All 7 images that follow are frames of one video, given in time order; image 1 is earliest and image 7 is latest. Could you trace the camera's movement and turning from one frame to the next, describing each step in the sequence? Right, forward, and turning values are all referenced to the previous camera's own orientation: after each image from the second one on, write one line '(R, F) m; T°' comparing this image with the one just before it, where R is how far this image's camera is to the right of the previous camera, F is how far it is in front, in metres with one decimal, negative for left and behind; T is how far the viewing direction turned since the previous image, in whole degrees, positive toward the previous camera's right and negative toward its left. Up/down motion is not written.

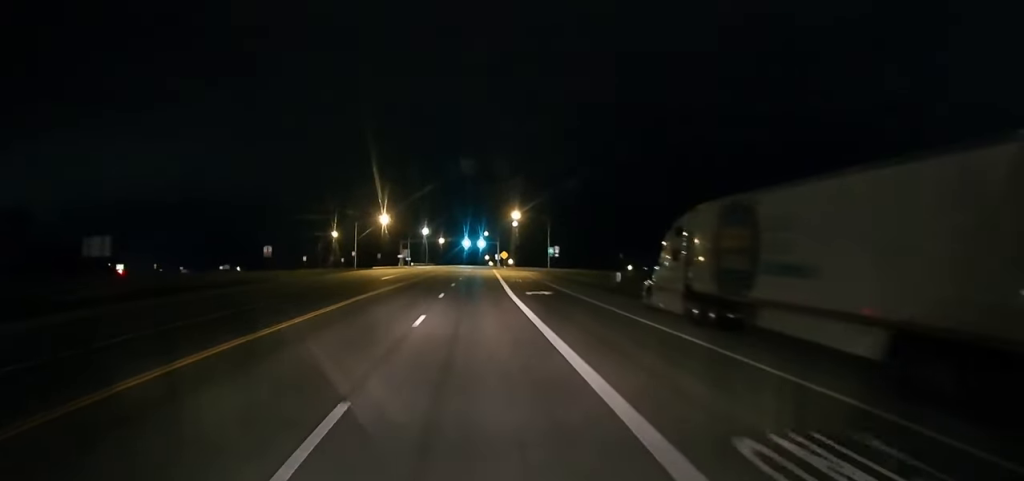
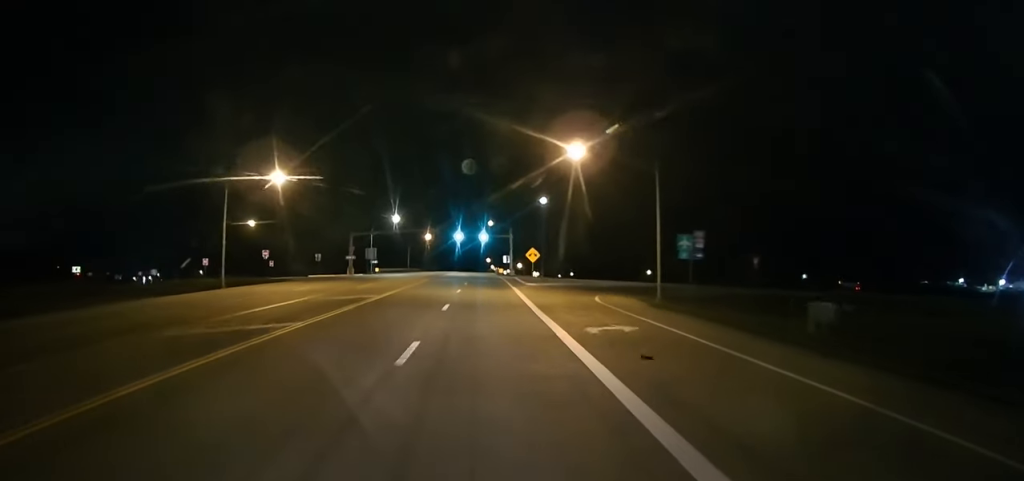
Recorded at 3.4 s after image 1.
(-0.7, +54.7) m; -1°
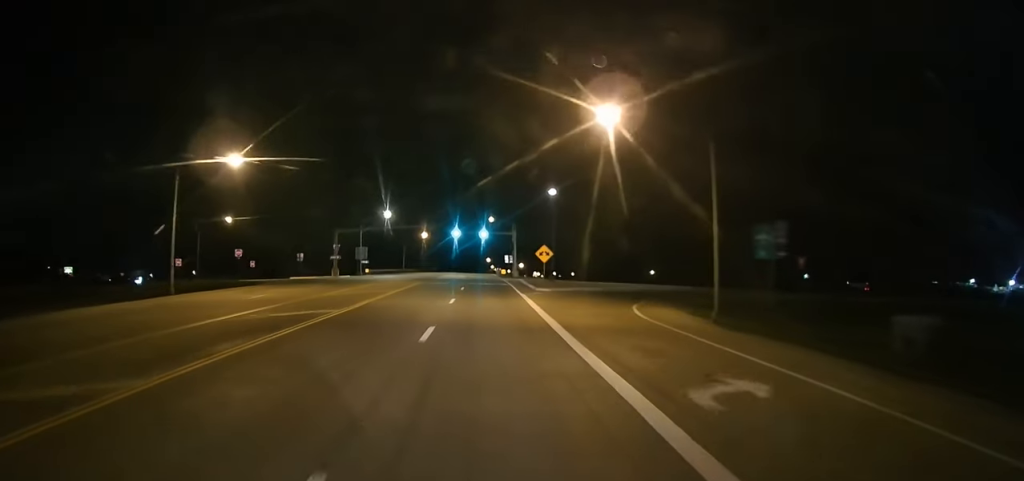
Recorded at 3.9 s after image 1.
(0.0, +9.0) m; 0°
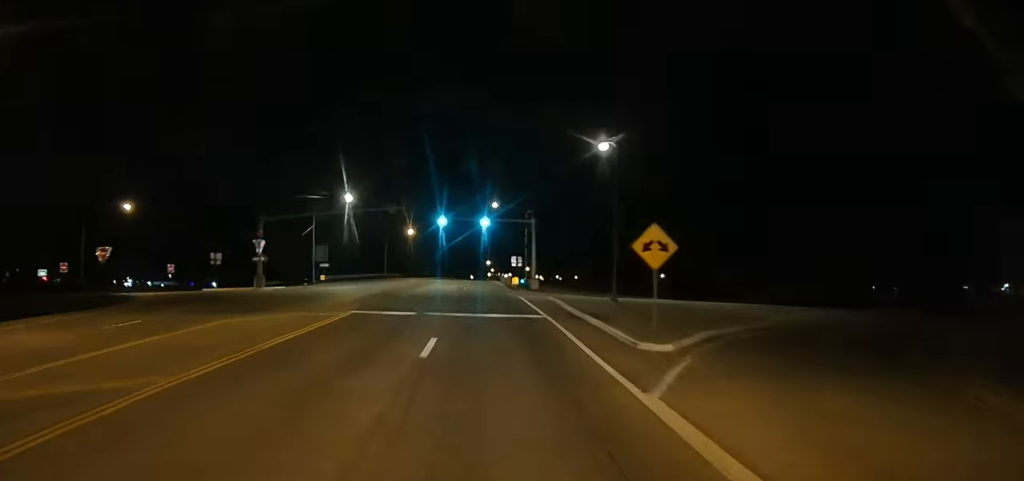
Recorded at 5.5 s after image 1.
(0.0, +26.6) m; 0°
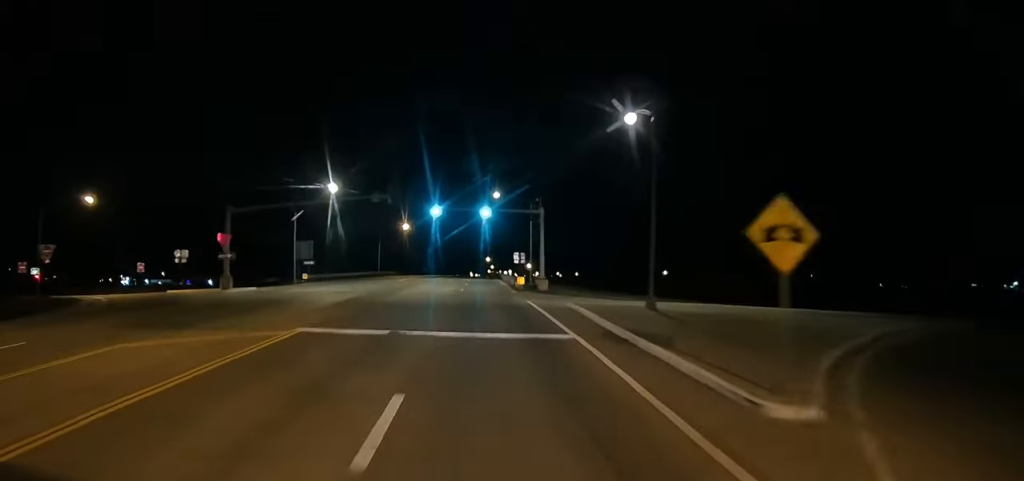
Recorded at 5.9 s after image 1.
(0.0, +6.9) m; 0°
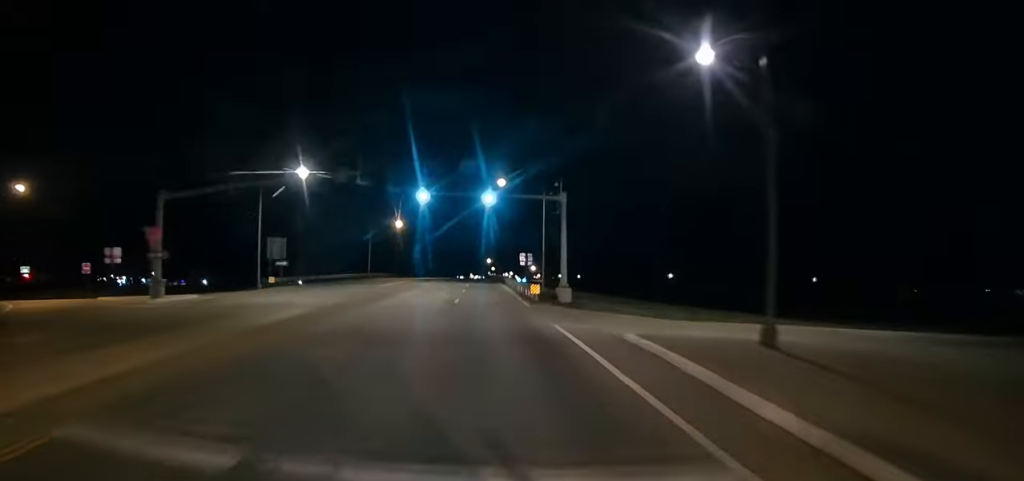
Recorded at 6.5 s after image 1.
(-0.1, +10.4) m; +1°
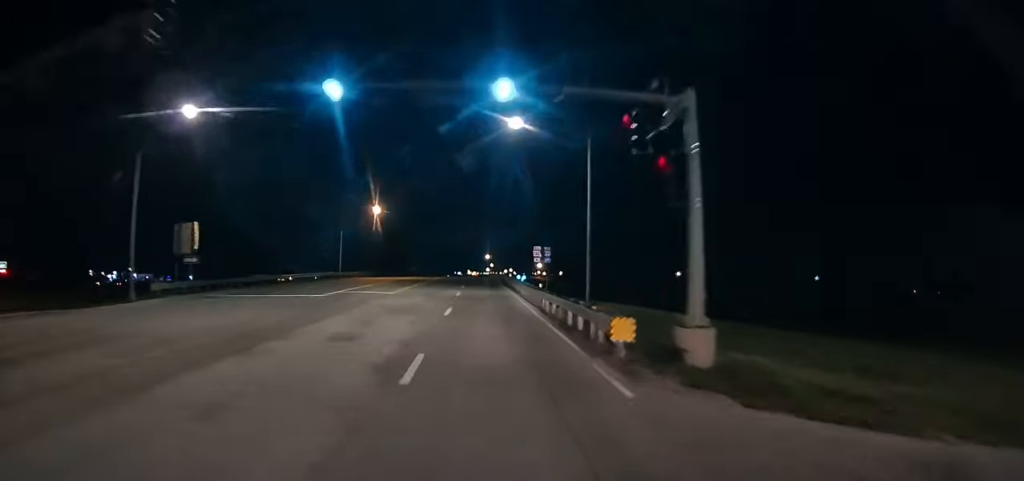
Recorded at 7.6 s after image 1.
(+0.4, +19.7) m; +1°
